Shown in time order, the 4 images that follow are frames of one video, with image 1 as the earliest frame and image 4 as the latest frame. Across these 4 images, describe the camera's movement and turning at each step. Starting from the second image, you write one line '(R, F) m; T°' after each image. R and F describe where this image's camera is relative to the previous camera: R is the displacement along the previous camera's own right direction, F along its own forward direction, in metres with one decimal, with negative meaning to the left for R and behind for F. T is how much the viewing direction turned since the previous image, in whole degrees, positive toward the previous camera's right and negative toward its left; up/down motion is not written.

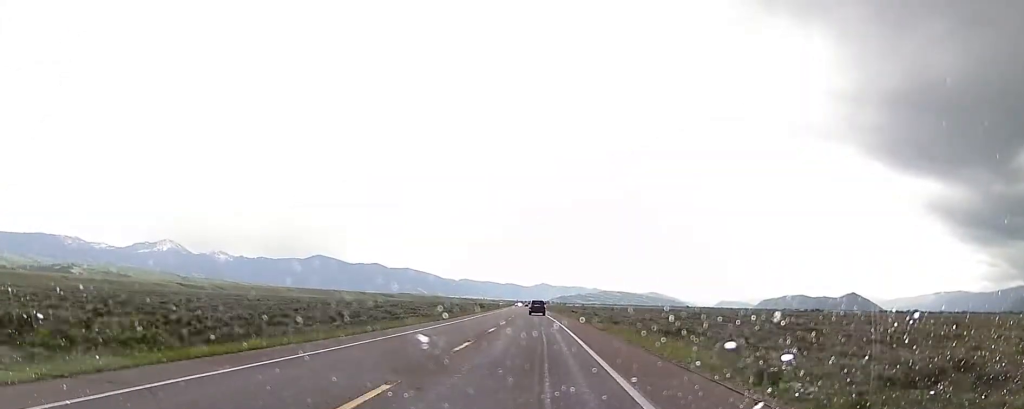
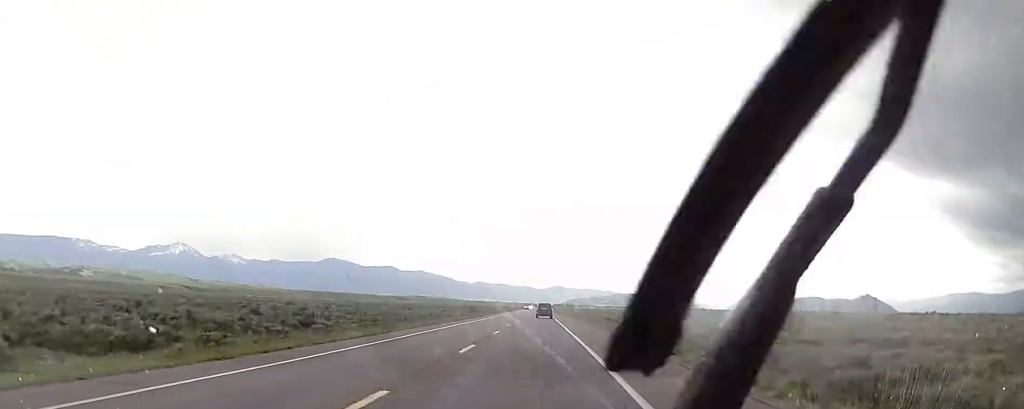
(-0.4, +37.0) m; -1°
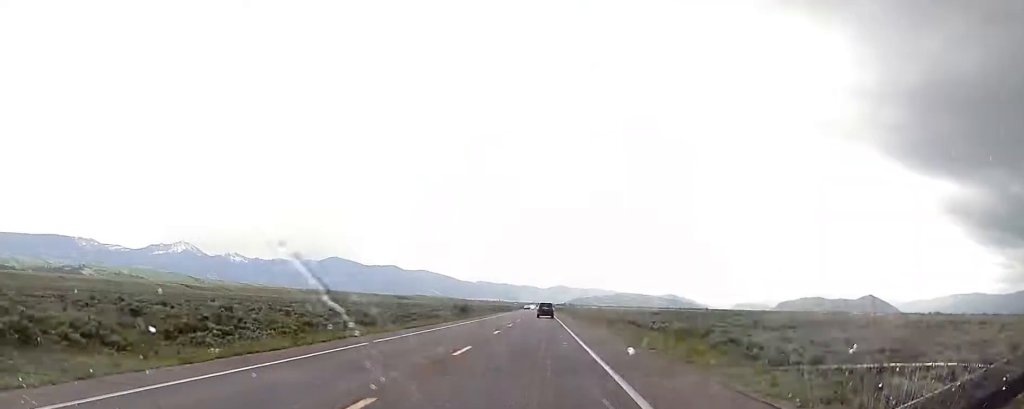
(-0.2, +13.2) m; 0°
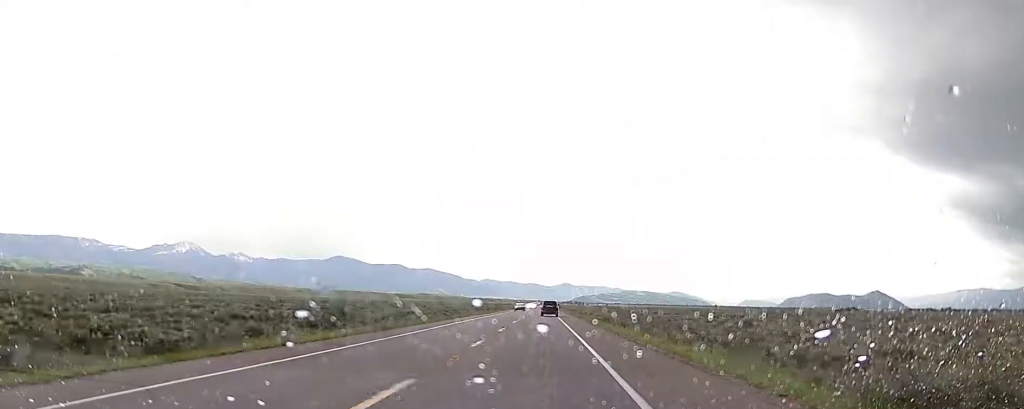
(0.0, +58.7) m; -1°
